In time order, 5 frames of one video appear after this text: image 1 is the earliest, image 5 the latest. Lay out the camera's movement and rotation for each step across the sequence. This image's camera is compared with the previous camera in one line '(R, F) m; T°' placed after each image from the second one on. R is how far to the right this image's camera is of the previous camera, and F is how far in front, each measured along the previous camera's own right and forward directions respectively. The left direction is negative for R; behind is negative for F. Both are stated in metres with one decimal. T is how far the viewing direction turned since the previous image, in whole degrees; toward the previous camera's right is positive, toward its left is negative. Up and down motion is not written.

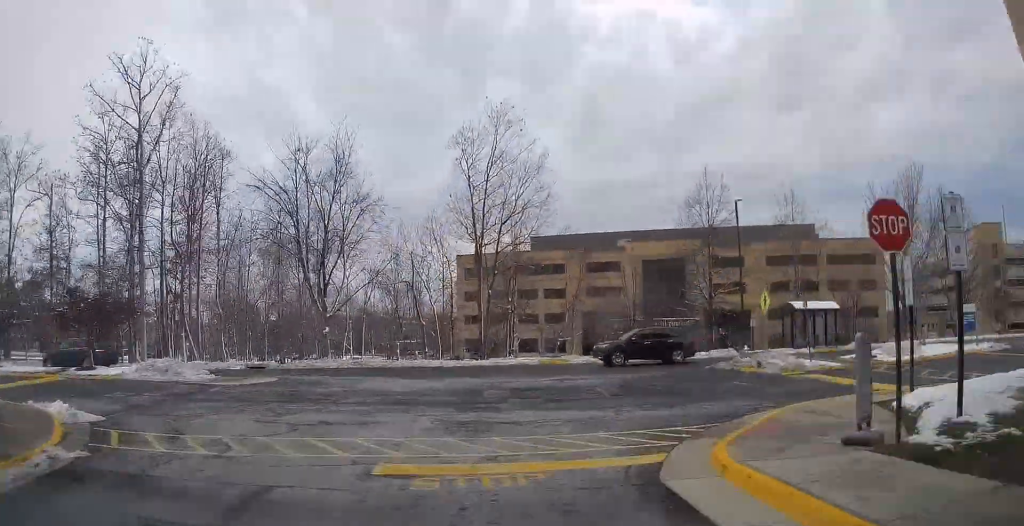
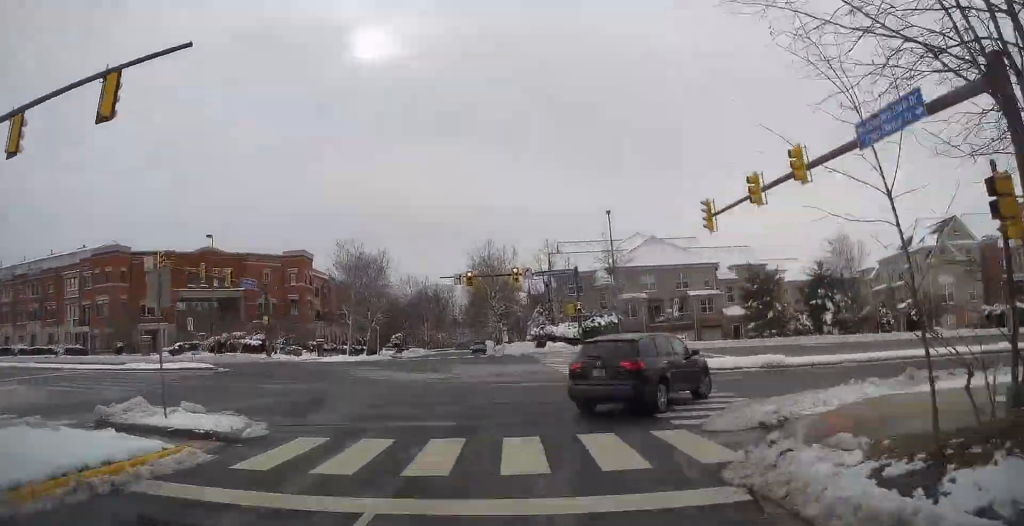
(-36.2, +48.4) m; -18°
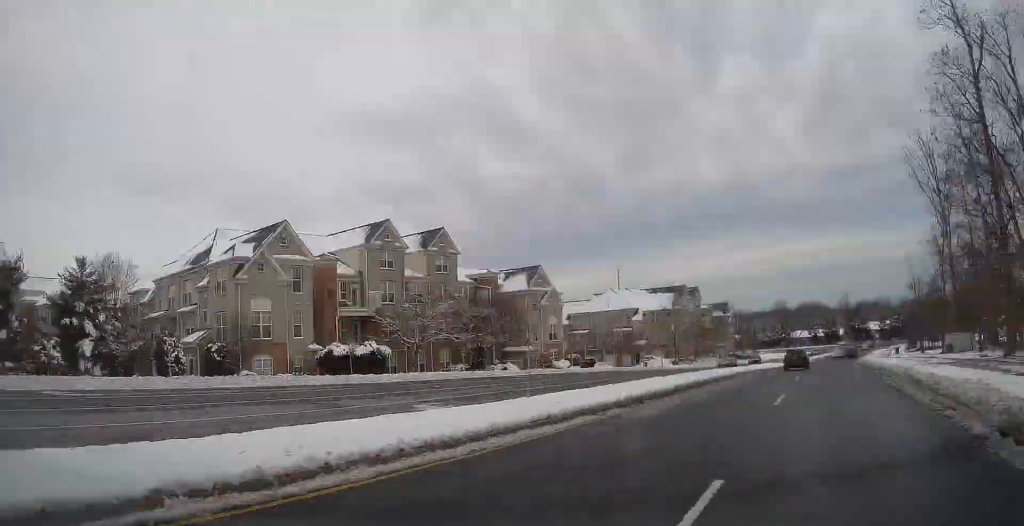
(+10.4, +25.4) m; +39°
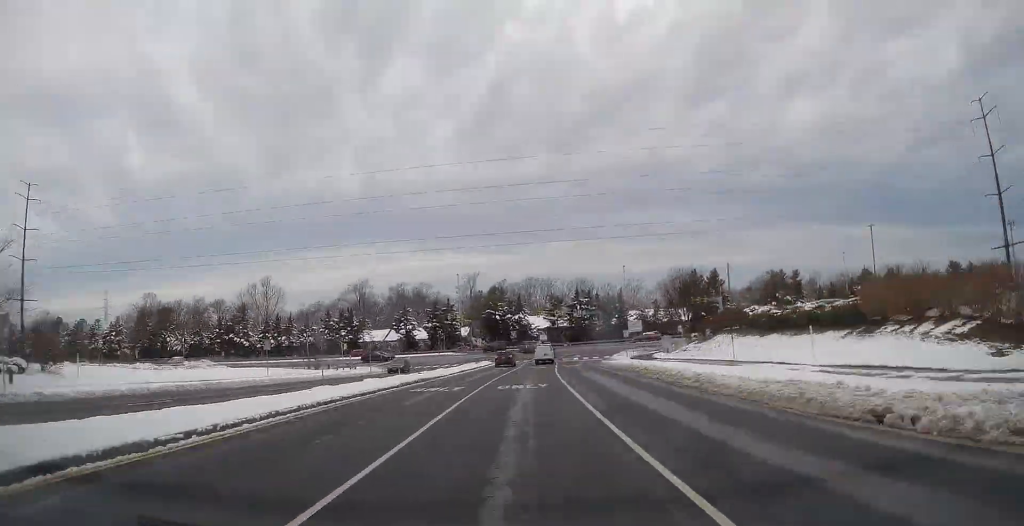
(+26.1, +141.3) m; 0°
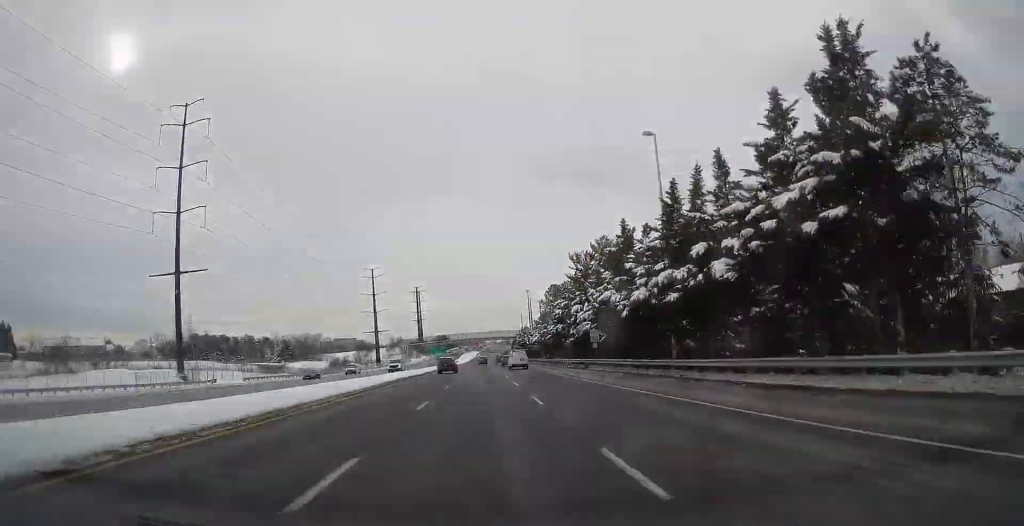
(-42.9, +92.3) m; -61°
